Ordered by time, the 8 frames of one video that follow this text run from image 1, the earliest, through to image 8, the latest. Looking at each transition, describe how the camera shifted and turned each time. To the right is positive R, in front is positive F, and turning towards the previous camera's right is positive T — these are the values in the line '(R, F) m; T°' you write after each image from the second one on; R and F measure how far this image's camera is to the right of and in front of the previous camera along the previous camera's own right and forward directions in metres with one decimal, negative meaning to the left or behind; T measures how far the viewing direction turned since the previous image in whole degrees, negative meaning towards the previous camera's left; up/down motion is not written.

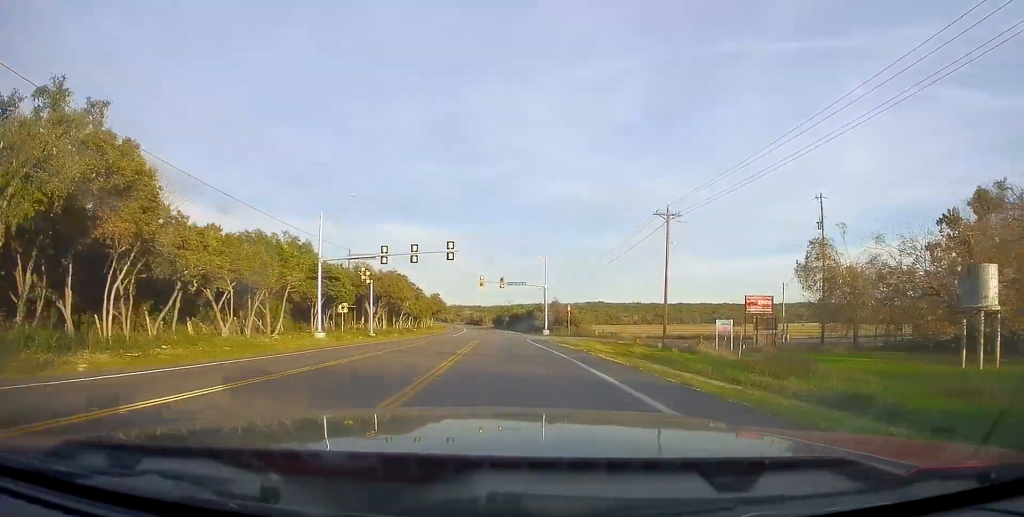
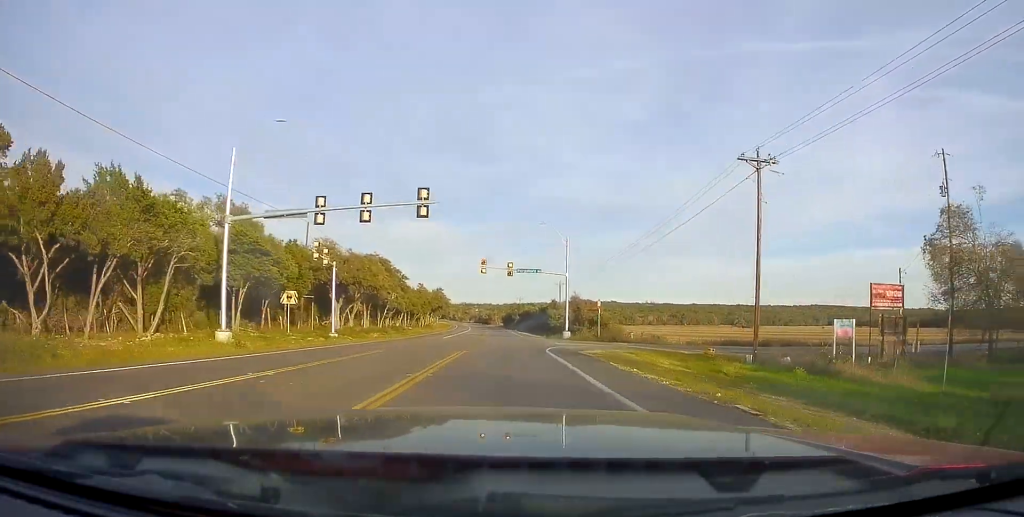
(-0.3, +17.6) m; -1°
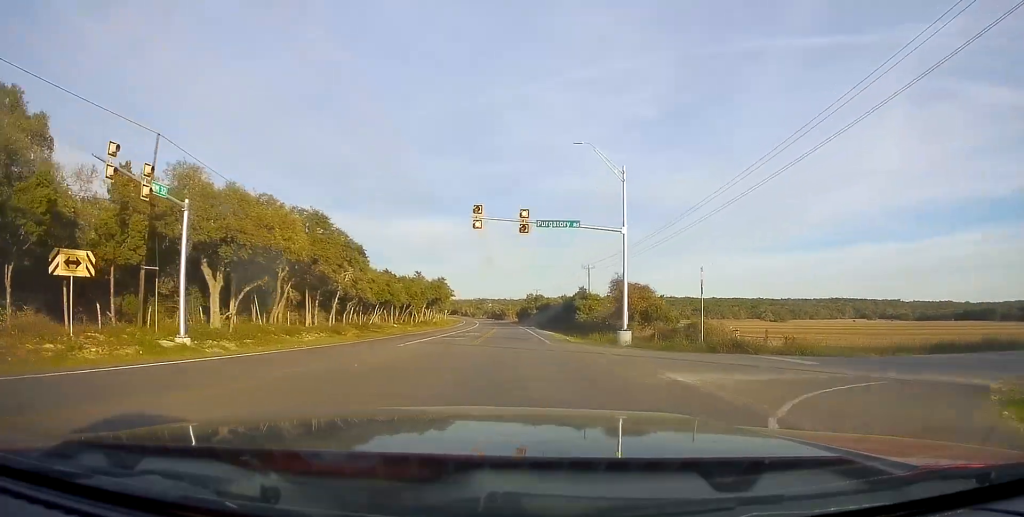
(-0.4, +25.7) m; -1°
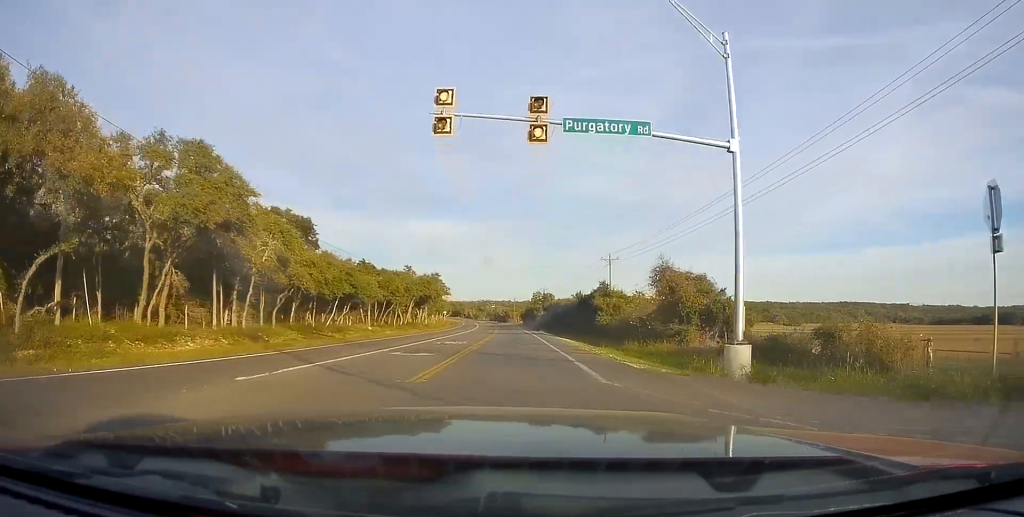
(0.0, +17.1) m; 0°
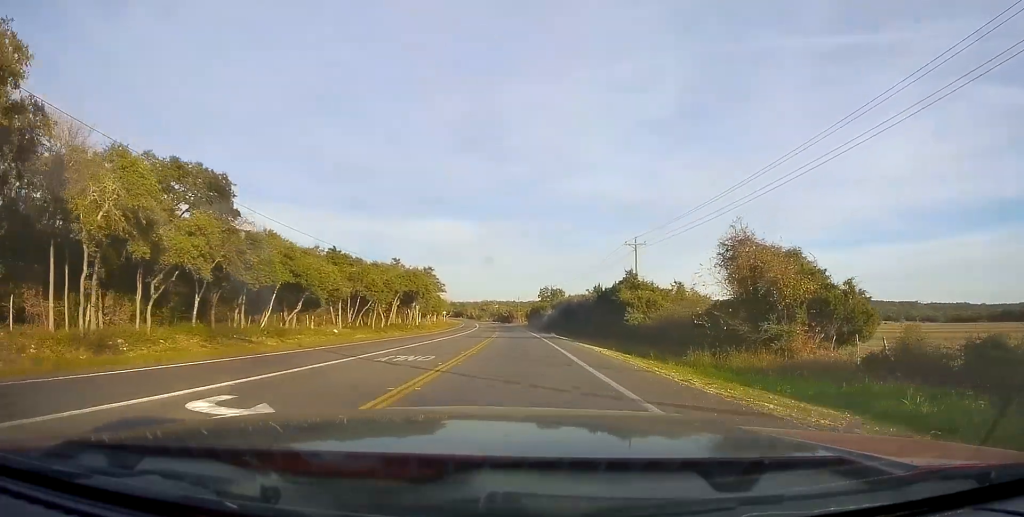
(0.0, +14.6) m; 0°
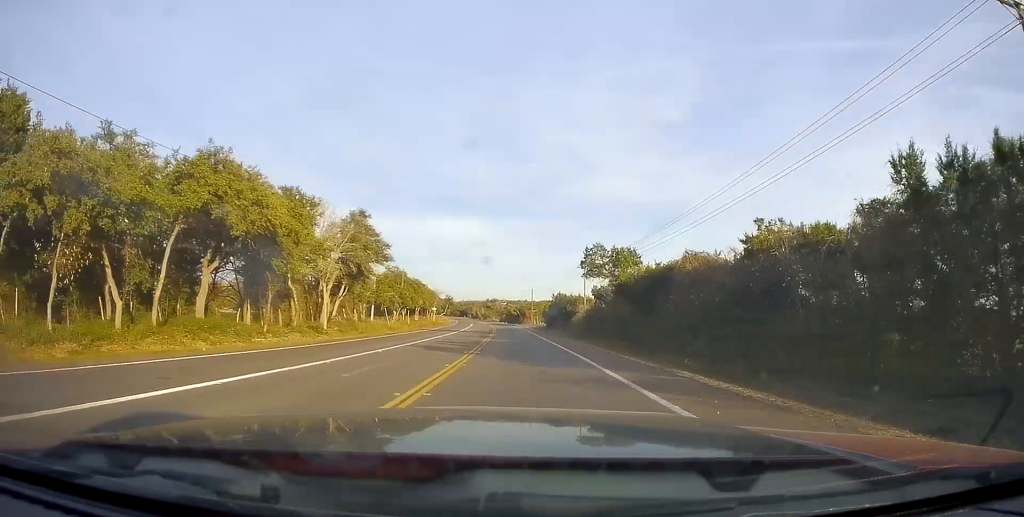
(-0.7, +51.6) m; -1°
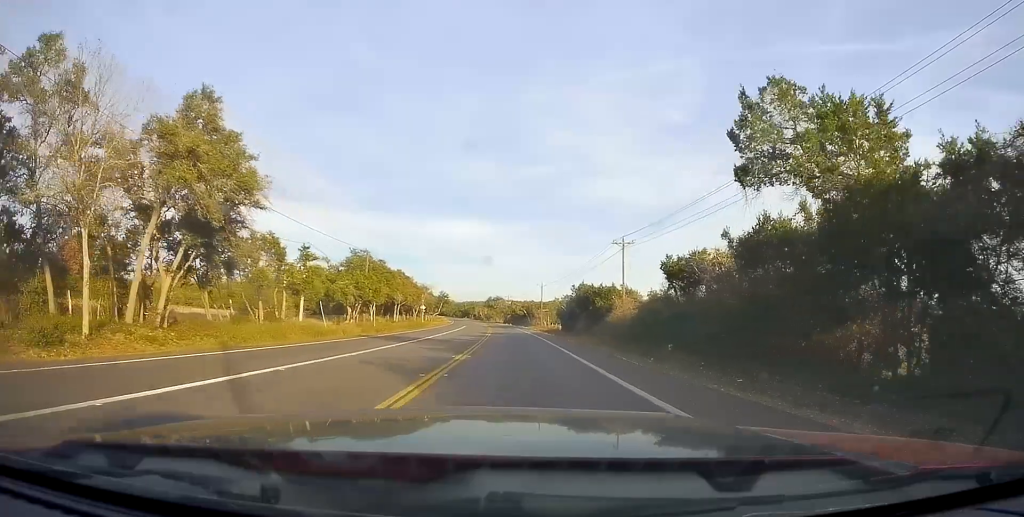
(+0.2, +29.0) m; -1°
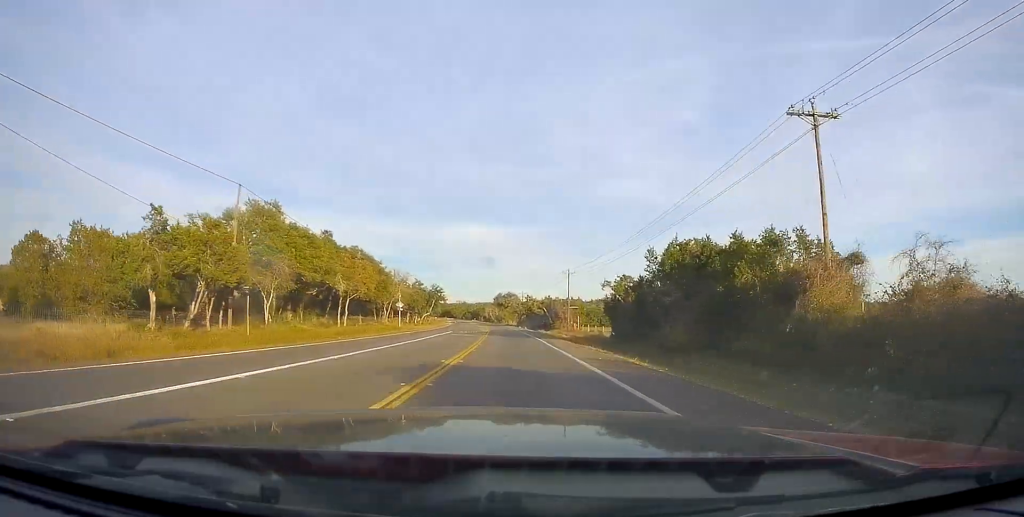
(-1.0, +40.2) m; -2°
